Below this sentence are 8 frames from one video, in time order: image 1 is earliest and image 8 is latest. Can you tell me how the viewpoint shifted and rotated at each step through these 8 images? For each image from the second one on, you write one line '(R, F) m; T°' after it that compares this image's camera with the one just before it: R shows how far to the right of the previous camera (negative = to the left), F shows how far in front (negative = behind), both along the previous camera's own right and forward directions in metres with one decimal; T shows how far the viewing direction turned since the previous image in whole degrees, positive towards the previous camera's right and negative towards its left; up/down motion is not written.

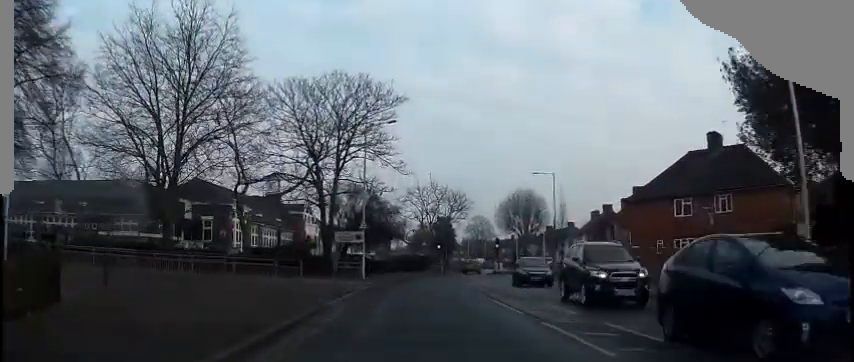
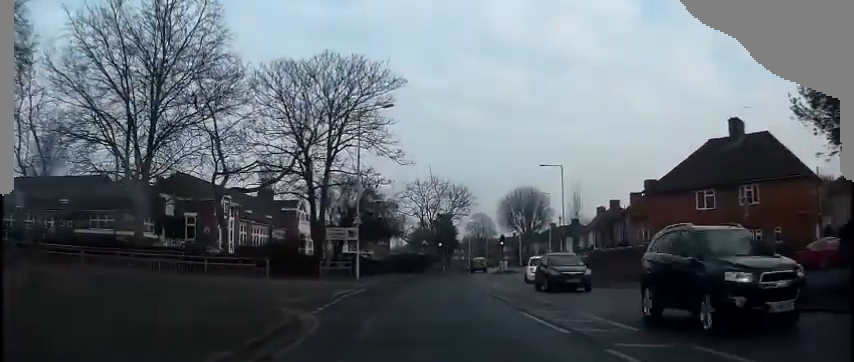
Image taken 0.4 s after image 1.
(0.0, +3.9) m; 0°
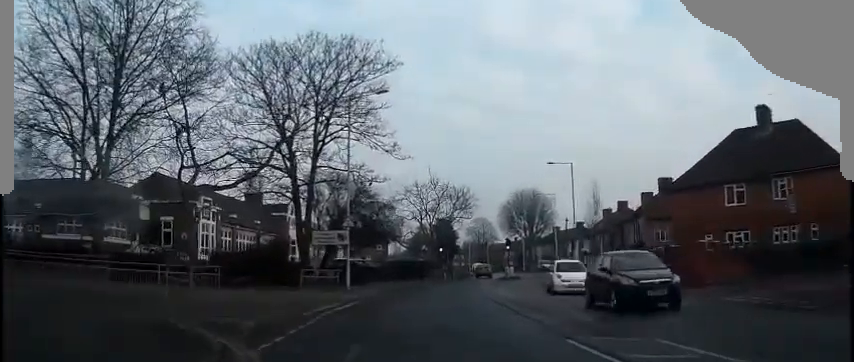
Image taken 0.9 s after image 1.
(0.0, +4.5) m; +1°
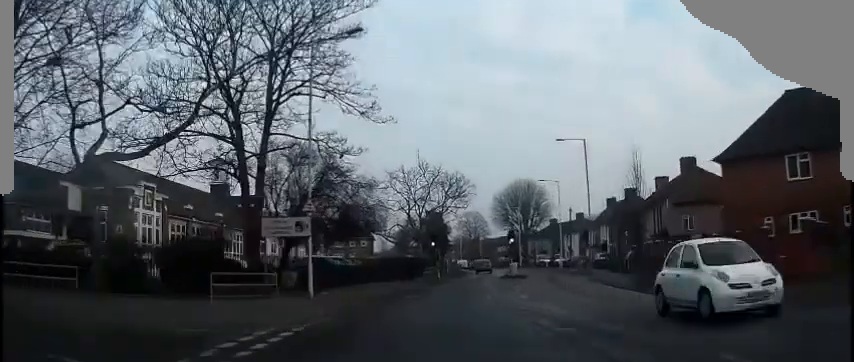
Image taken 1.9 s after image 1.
(+0.2, +8.3) m; +2°
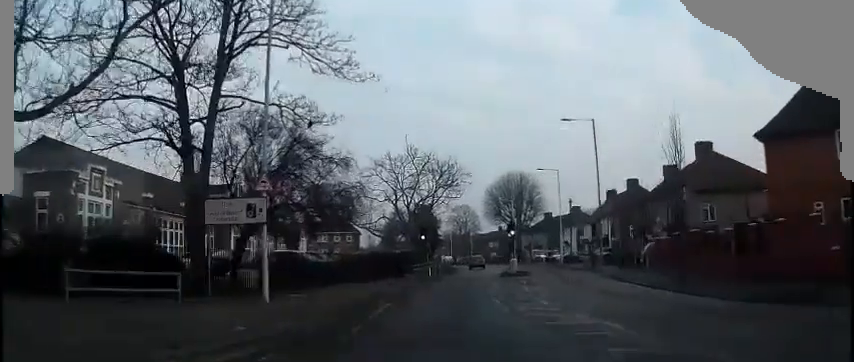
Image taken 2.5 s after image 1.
(+0.1, +5.4) m; +1°
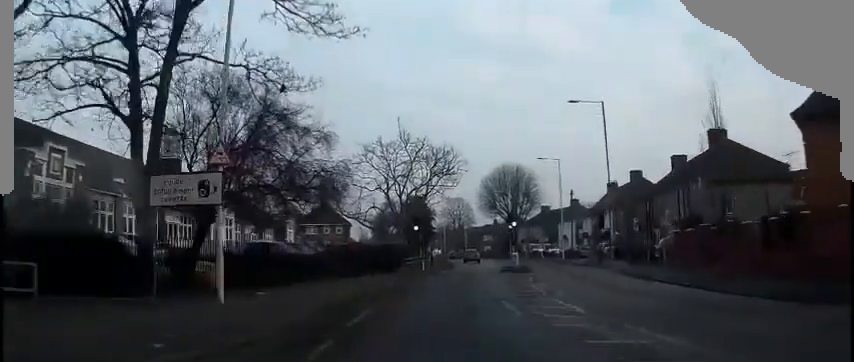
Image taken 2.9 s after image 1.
(0.0, +3.6) m; 0°
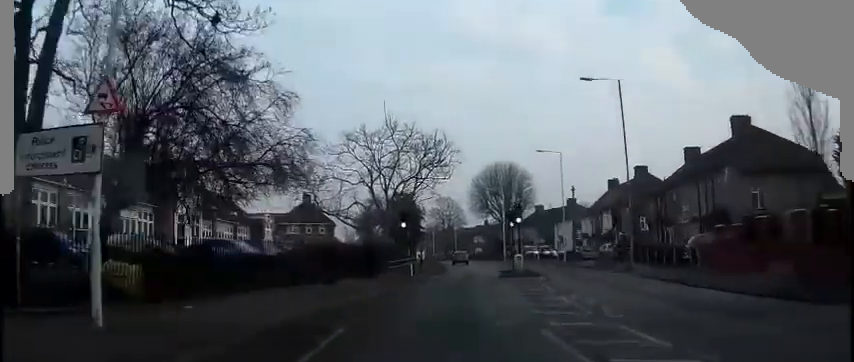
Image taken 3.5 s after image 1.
(0.0, +5.4) m; +1°
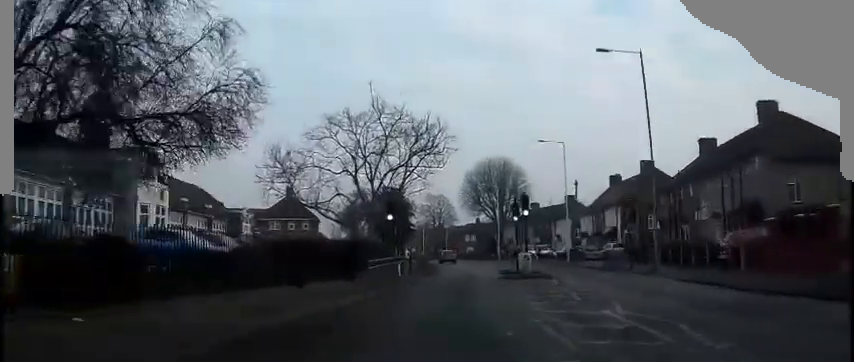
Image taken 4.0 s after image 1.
(0.0, +4.8) m; +2°
